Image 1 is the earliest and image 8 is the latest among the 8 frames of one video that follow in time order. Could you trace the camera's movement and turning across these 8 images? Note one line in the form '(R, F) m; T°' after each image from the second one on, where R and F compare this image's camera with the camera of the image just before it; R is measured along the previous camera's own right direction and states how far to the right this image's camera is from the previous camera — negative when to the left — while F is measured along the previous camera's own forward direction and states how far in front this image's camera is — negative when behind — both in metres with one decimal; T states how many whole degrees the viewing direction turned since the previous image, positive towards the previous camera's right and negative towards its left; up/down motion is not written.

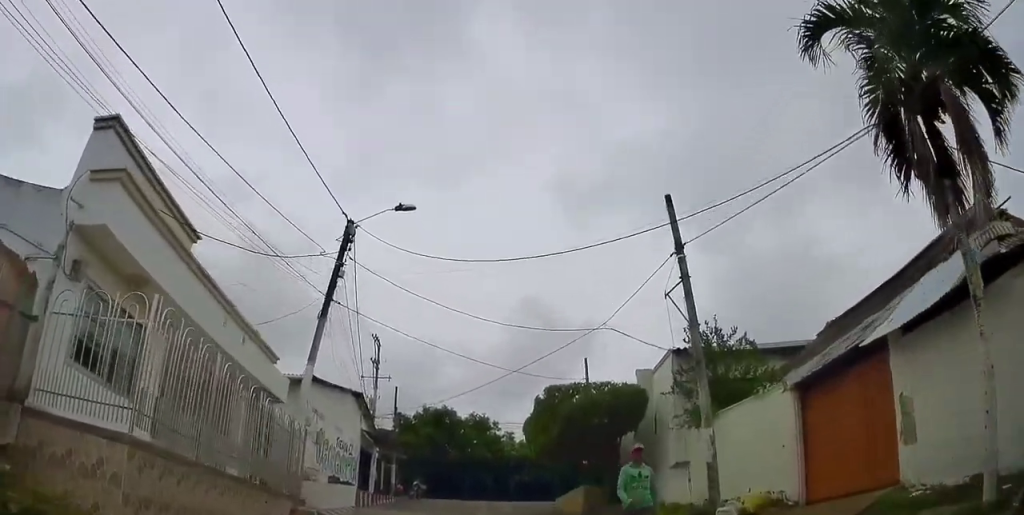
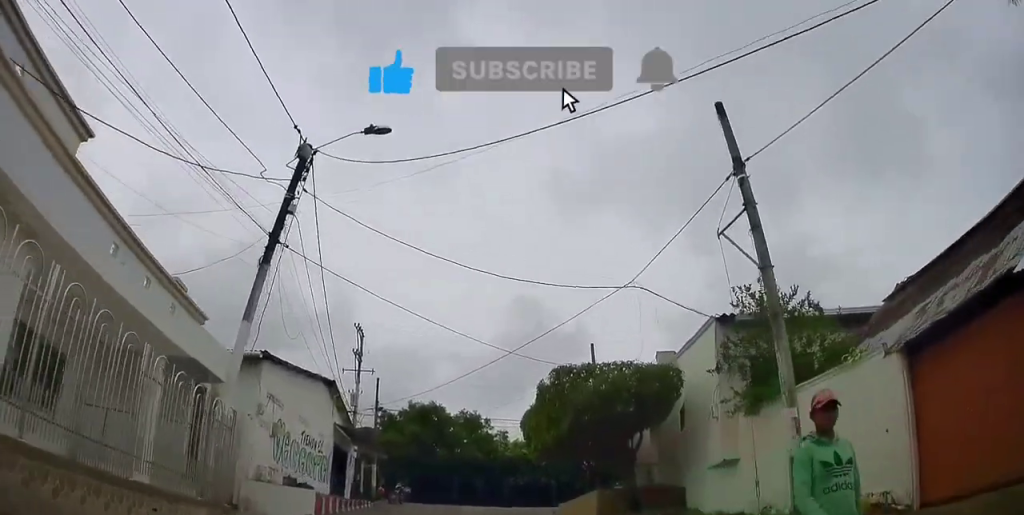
(0.0, +3.6) m; 0°
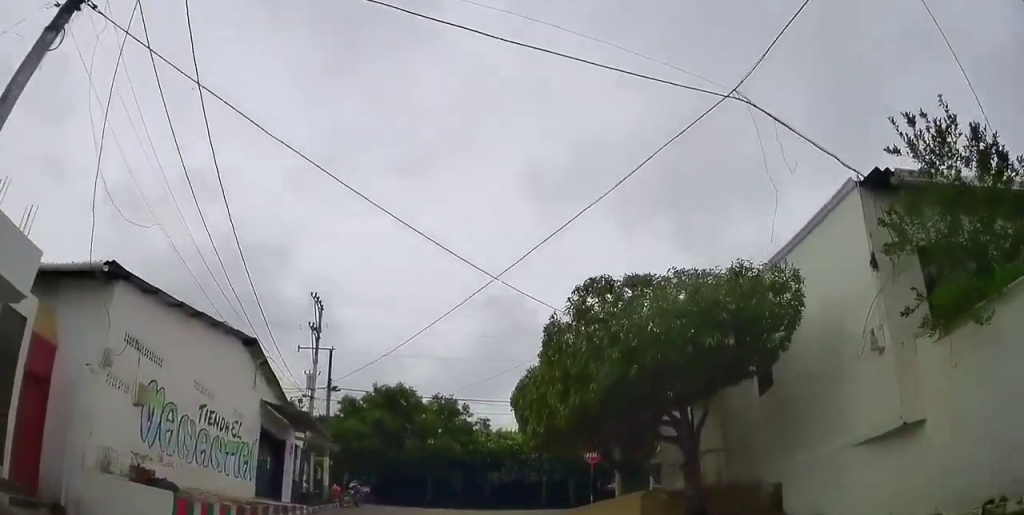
(+0.2, +6.1) m; +5°
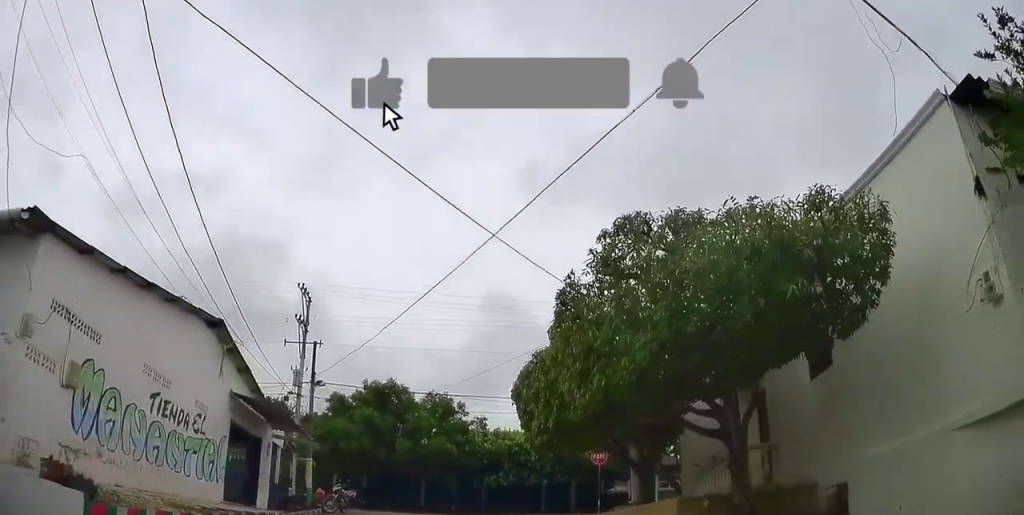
(+0.2, +2.1) m; 0°
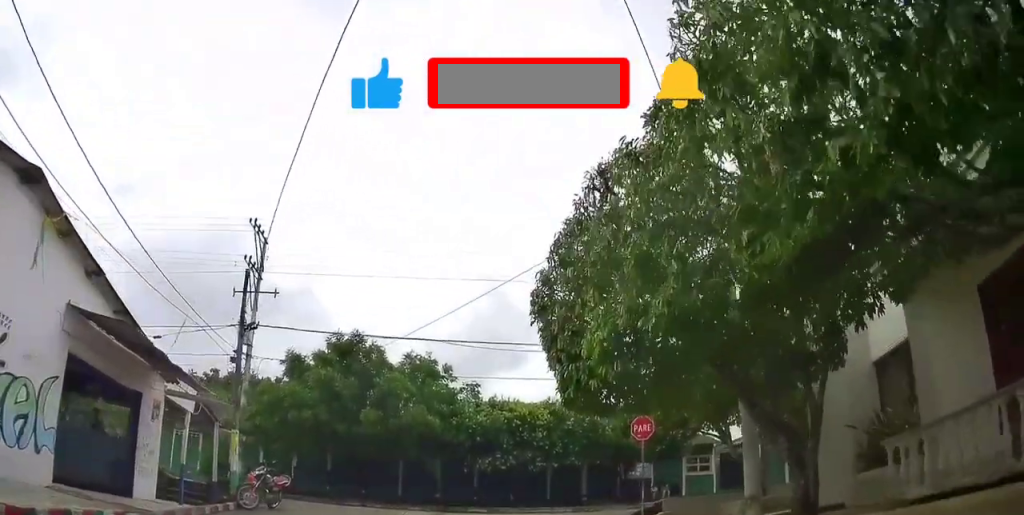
(-0.3, +6.9) m; +3°
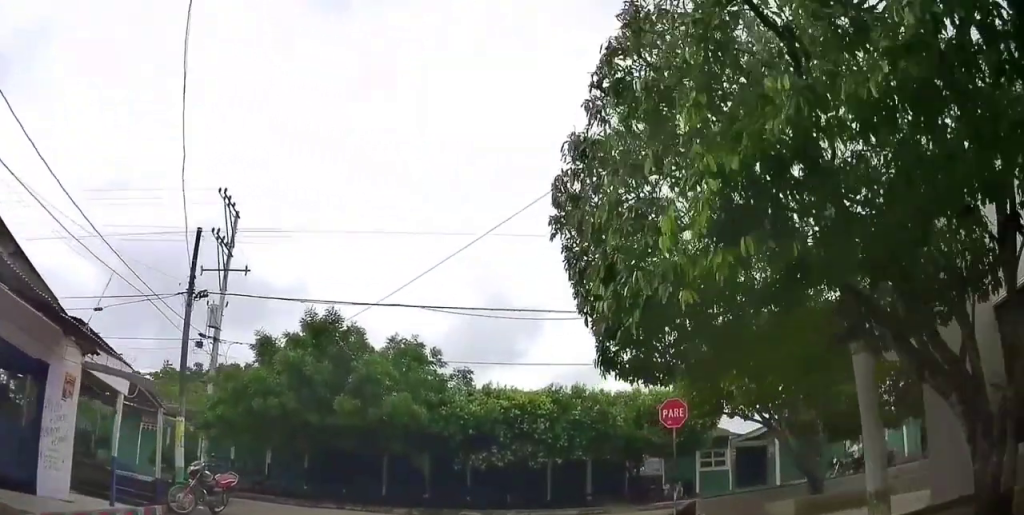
(+0.5, +3.1) m; 0°
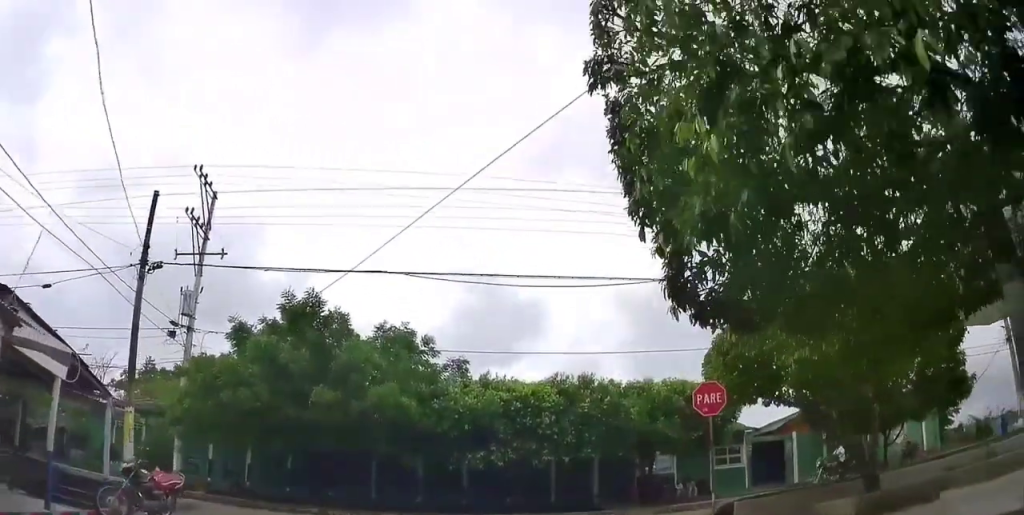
(+0.1, +2.3) m; 0°
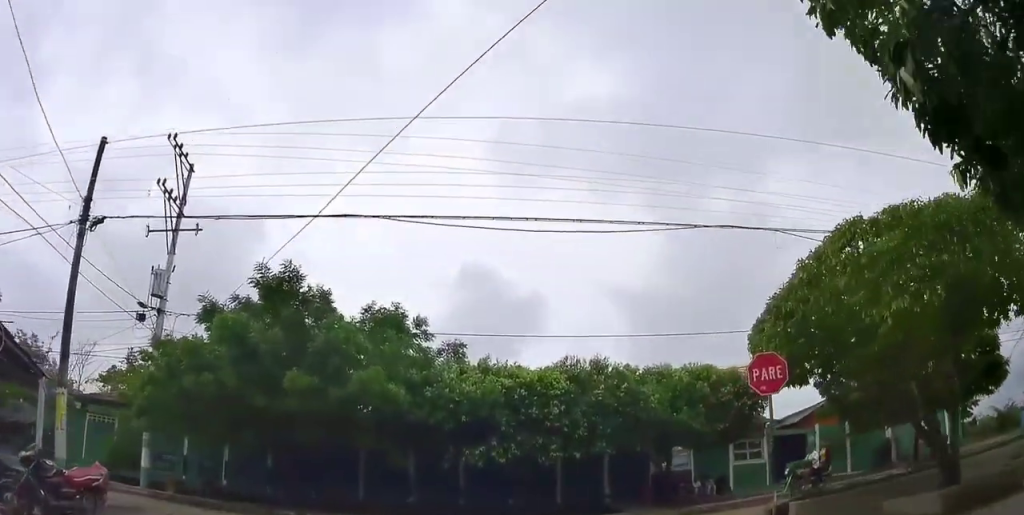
(-0.4, +2.7) m; 0°
